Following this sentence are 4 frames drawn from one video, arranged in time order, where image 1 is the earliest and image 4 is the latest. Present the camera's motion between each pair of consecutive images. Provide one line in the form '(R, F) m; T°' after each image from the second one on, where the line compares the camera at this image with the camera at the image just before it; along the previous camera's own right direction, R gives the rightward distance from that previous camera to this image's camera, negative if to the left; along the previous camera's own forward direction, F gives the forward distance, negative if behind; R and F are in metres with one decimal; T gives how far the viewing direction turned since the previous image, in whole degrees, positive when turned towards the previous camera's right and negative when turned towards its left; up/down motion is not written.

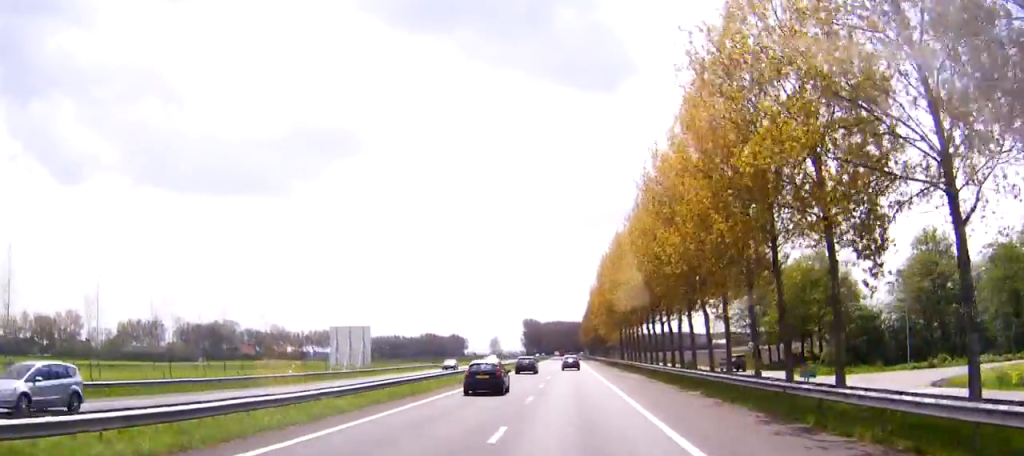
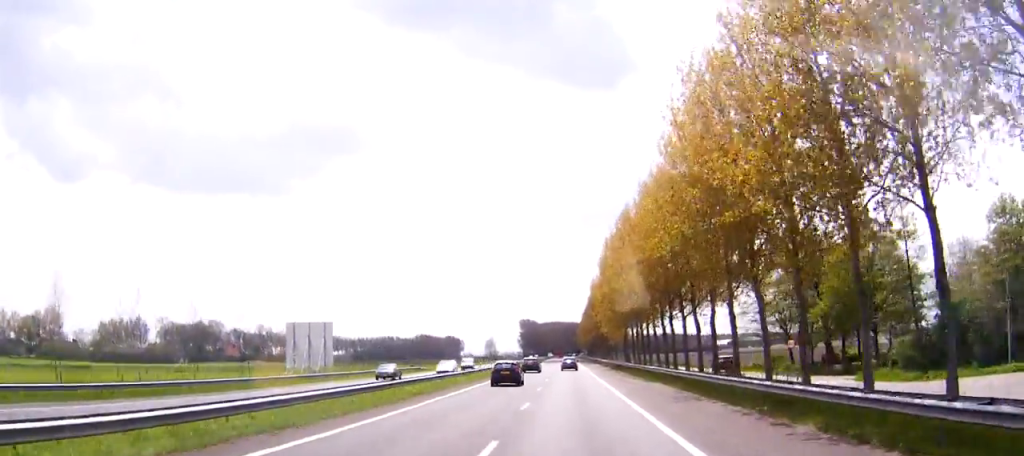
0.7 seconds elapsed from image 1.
(0.0, +14.7) m; 0°
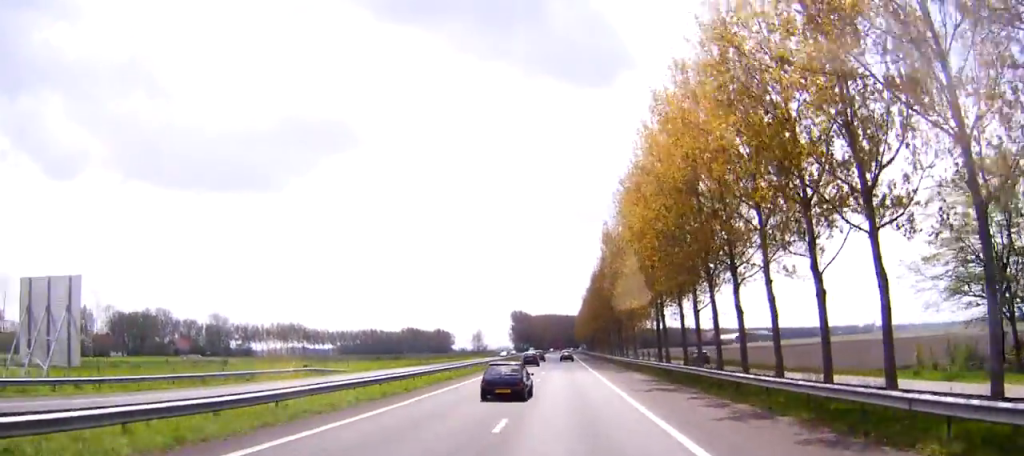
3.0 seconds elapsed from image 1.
(+0.2, +44.6) m; 0°
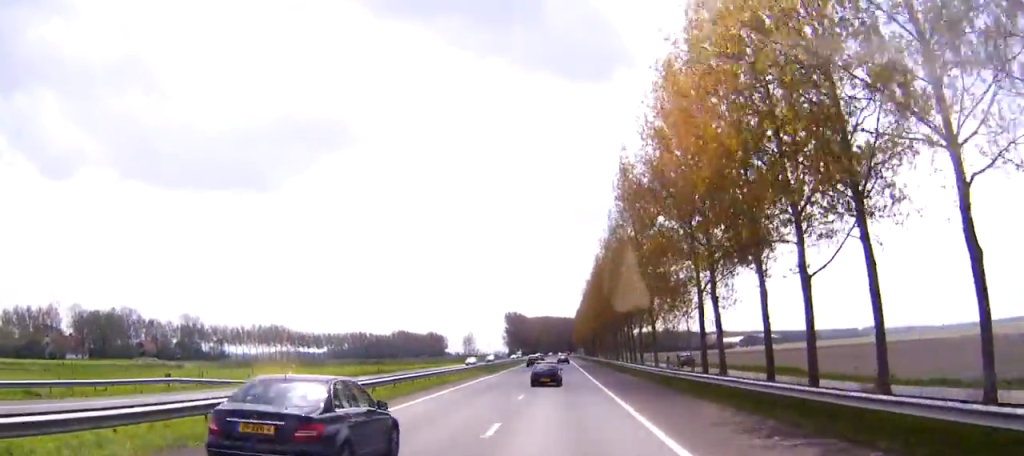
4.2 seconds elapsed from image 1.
(-0.1, +24.0) m; -1°
